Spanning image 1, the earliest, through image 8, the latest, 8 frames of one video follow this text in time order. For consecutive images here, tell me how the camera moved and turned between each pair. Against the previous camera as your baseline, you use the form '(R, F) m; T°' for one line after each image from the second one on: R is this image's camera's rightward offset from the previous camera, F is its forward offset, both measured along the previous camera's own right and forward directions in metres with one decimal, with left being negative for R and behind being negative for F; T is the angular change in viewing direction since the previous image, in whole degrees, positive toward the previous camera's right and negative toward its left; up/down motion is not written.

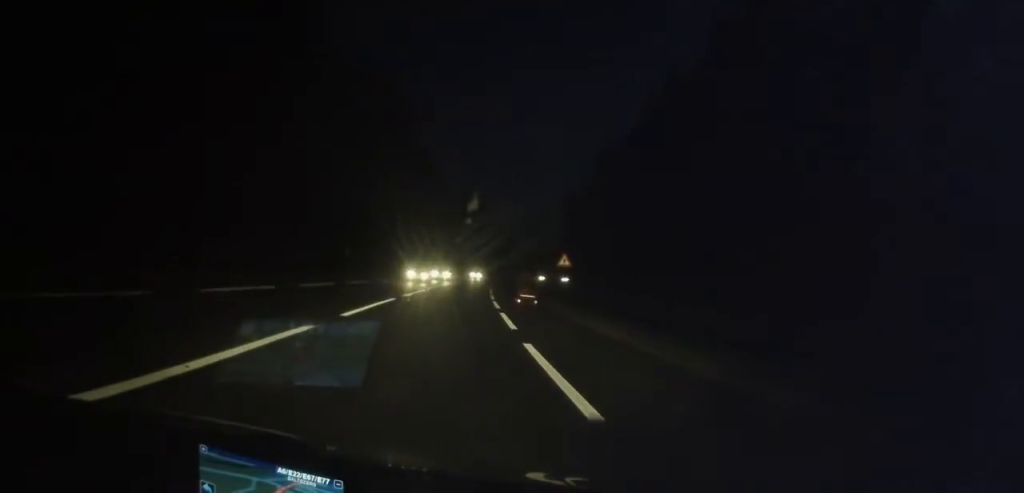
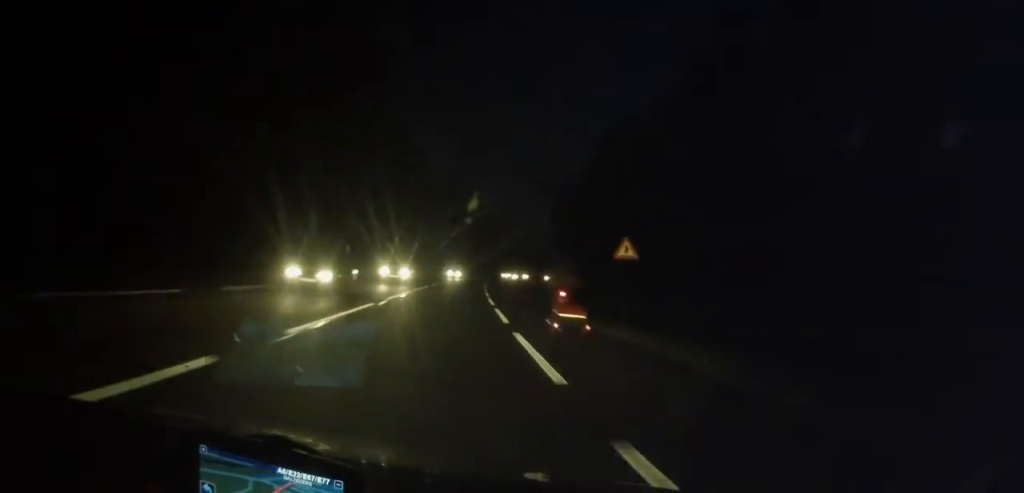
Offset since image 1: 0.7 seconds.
(+0.2, +16.1) m; +1°
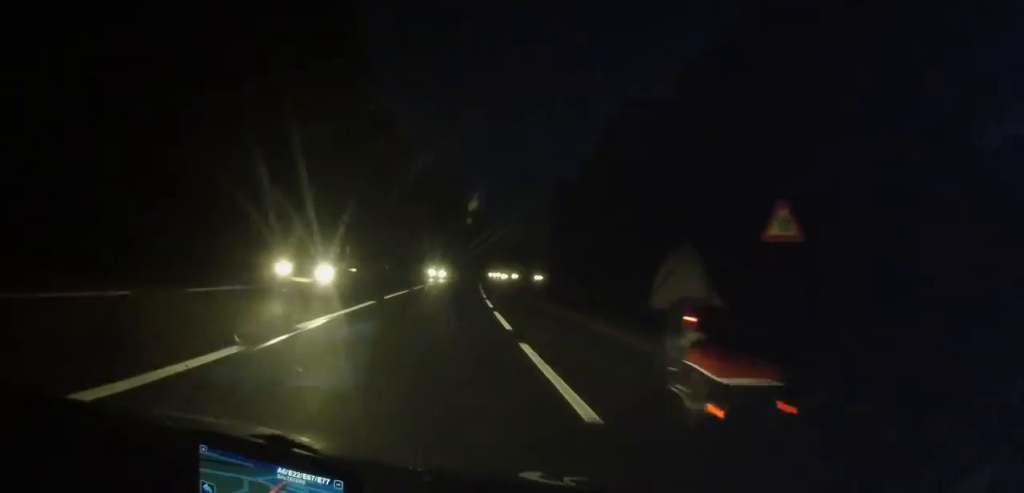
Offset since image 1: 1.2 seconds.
(0.0, +11.0) m; +1°
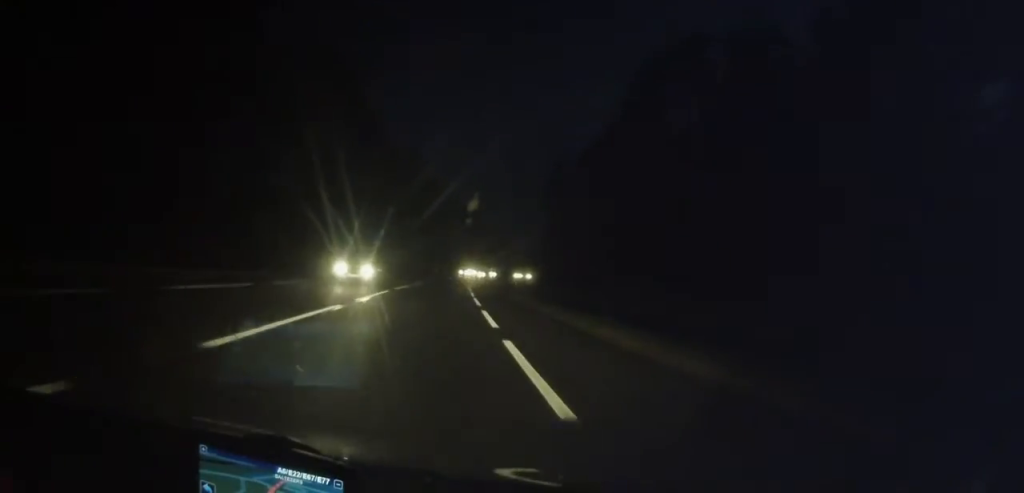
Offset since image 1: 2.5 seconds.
(+0.6, +27.4) m; +2°
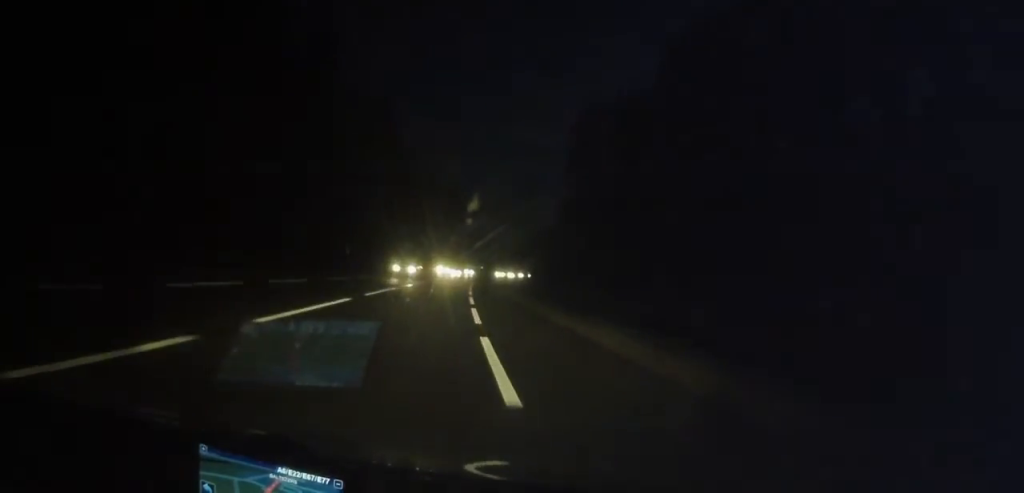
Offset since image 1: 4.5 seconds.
(+0.9, +44.7) m; +3°
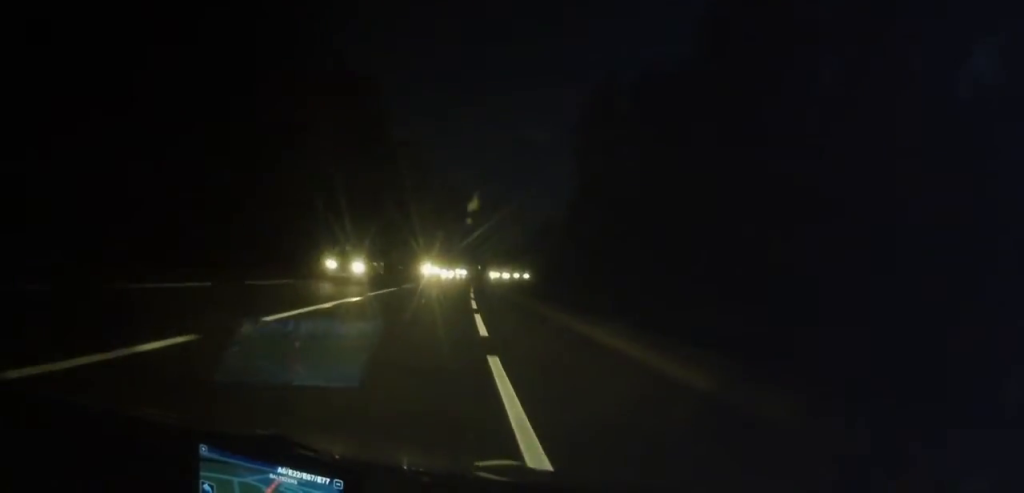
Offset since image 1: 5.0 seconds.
(+0.1, +11.8) m; 0°
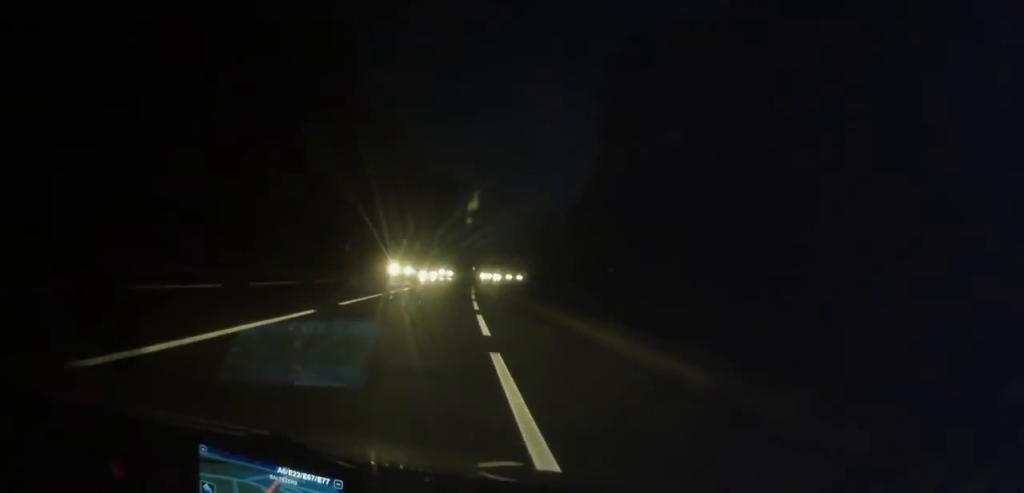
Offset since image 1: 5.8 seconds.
(+0.1, +17.6) m; +1°
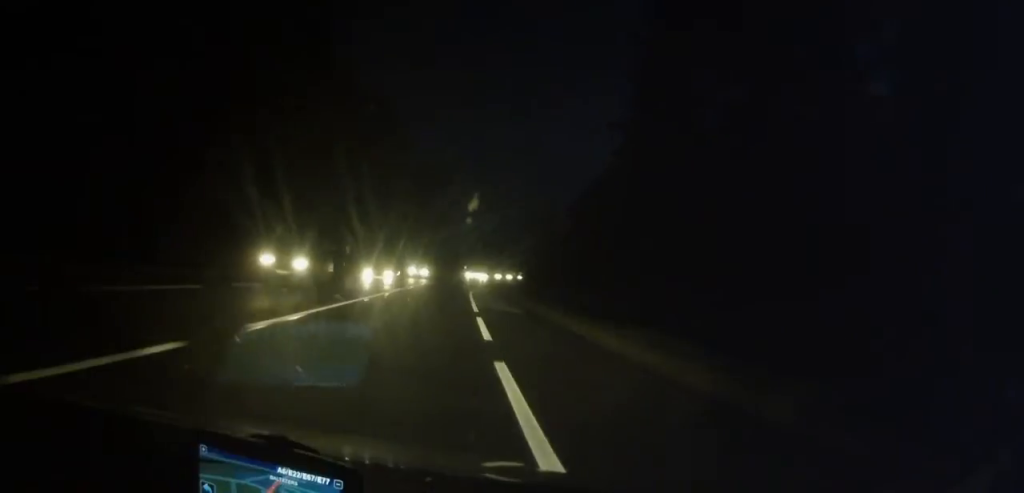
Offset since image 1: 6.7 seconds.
(+0.1, +19.0) m; 0°
